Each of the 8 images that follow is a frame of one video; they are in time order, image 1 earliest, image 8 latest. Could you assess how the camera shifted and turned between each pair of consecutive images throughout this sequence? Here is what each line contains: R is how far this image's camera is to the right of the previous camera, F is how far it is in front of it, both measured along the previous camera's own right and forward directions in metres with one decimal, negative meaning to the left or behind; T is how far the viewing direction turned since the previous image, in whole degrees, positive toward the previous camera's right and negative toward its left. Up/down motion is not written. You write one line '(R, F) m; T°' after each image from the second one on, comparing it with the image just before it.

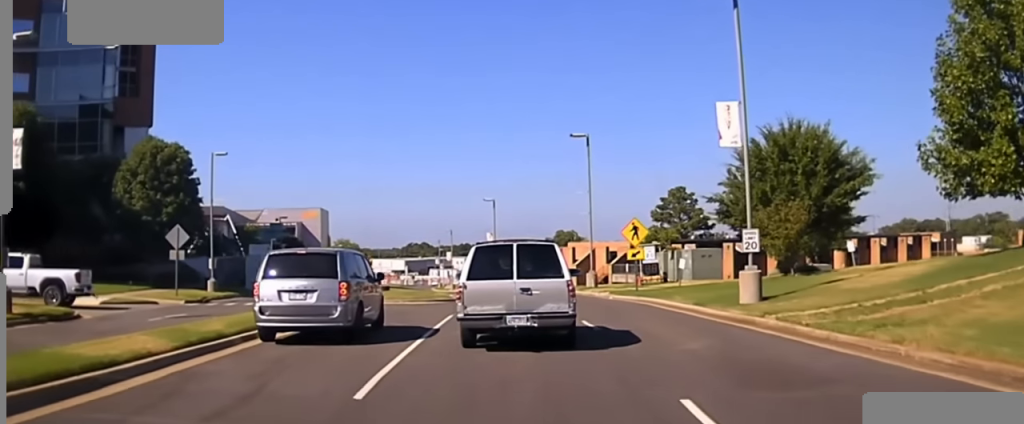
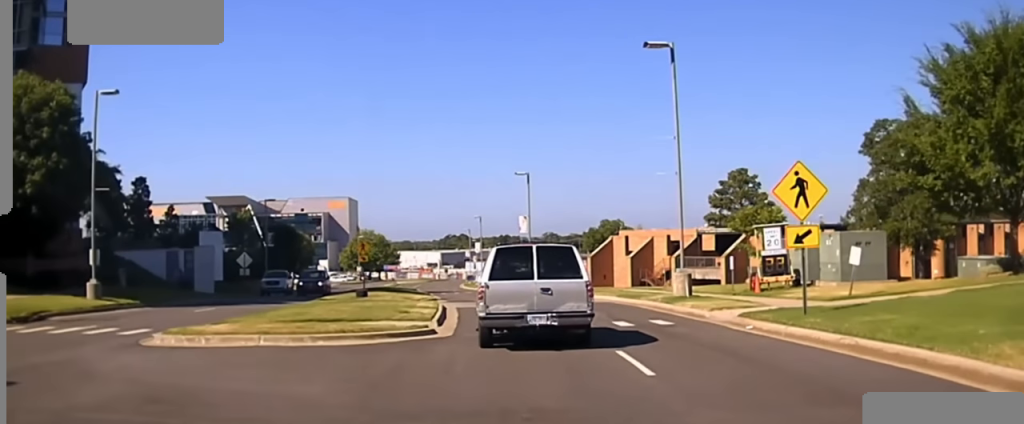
(-0.9, +18.1) m; -6°
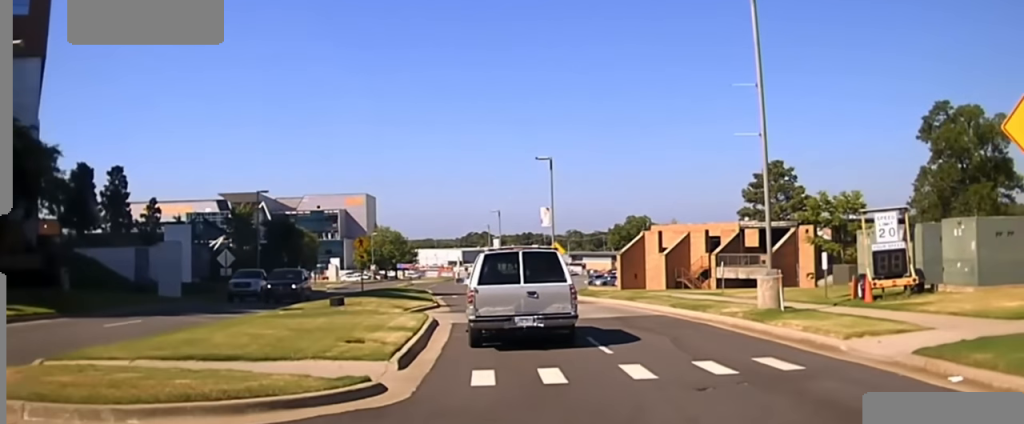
(-0.2, +9.0) m; -1°
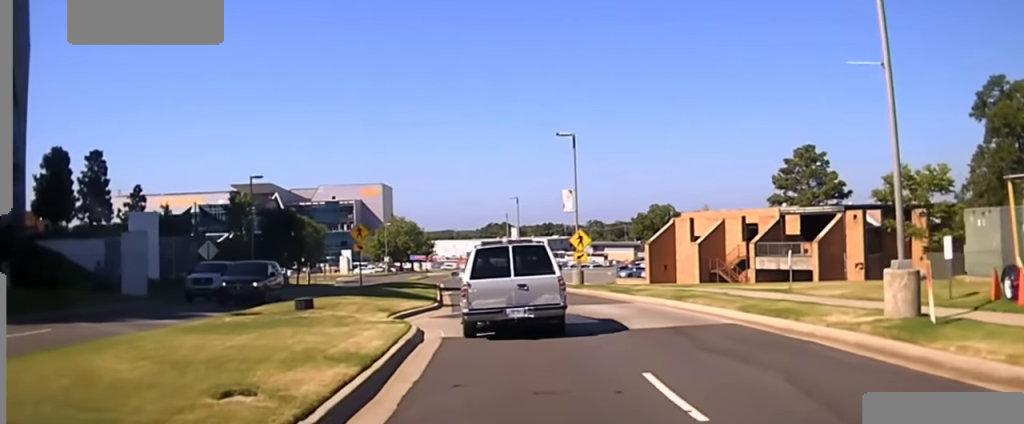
(0.0, +6.8) m; 0°
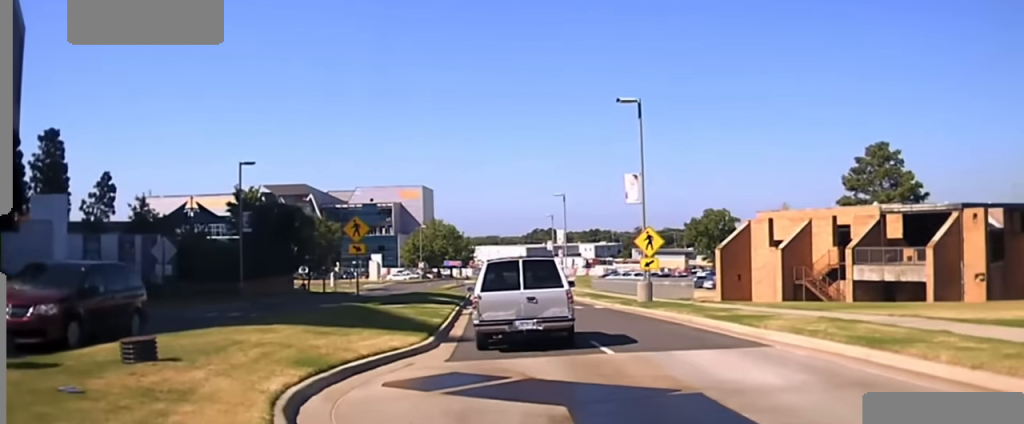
(+0.1, +12.8) m; -2°
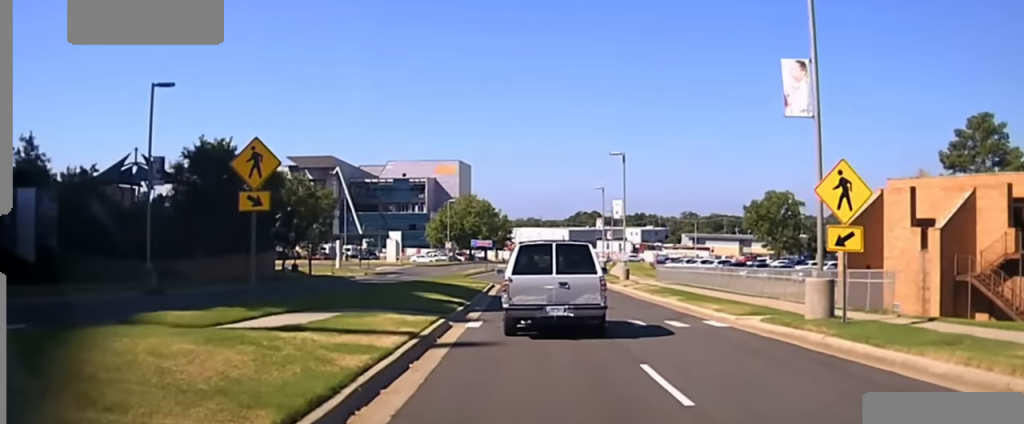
(-1.0, +18.6) m; -6°
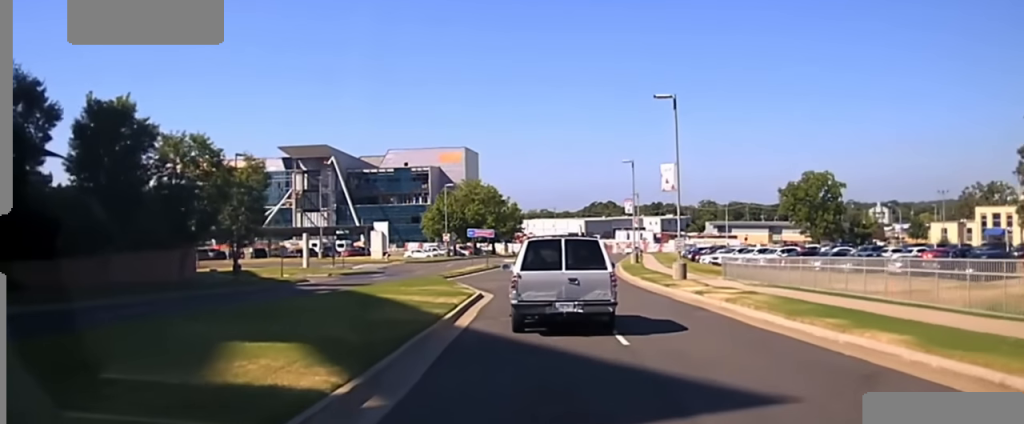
(-0.4, +17.5) m; -1°
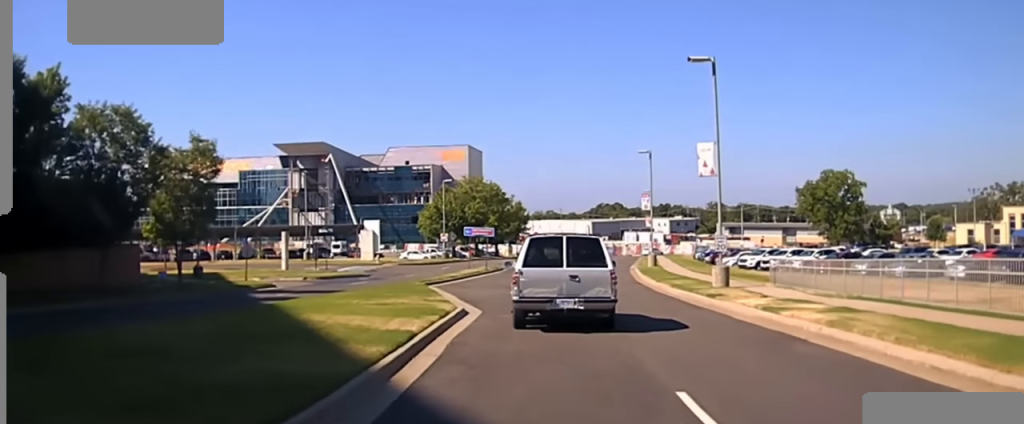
(+0.1, +7.9) m; 0°
